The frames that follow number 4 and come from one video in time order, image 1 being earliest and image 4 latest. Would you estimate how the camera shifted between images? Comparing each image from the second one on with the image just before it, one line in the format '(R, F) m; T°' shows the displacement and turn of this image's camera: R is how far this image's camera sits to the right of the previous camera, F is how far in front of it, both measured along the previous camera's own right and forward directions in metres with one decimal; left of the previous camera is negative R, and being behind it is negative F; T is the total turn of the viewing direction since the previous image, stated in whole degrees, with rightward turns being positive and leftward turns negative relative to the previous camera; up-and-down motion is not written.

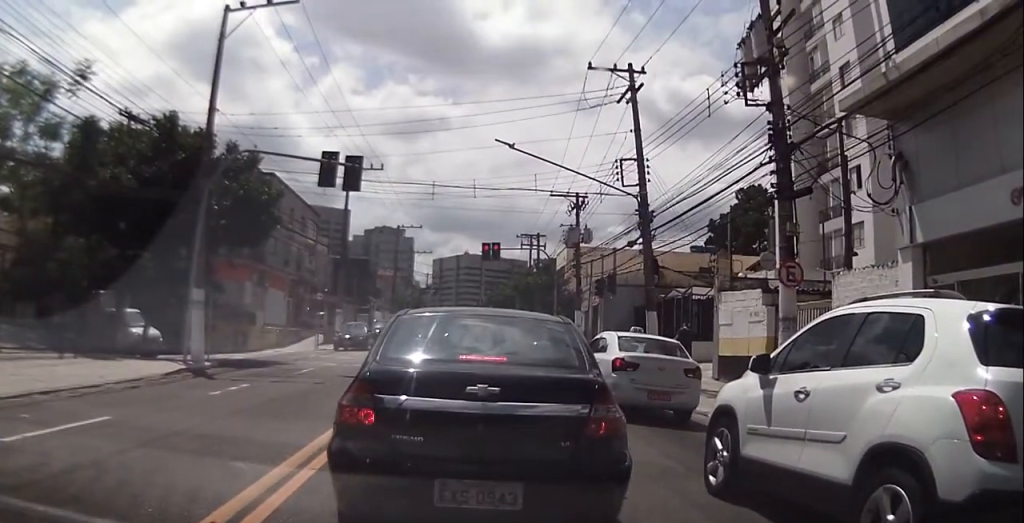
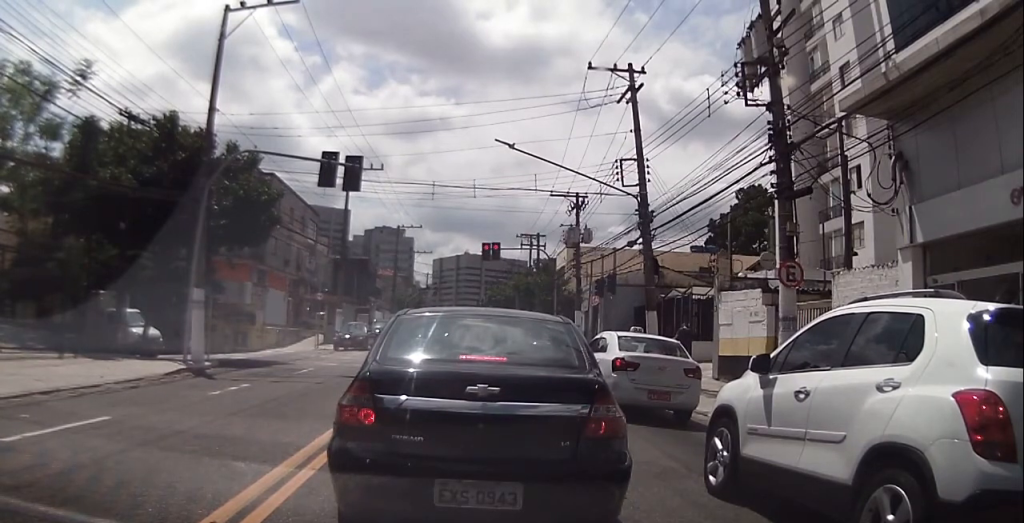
(0.0, 0.0) m; 0°
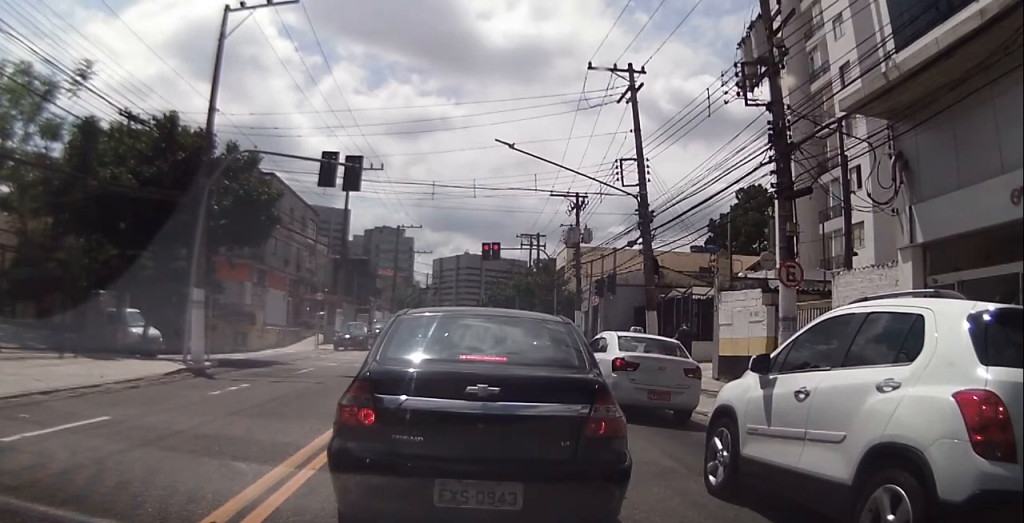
(0.0, 0.0) m; 0°
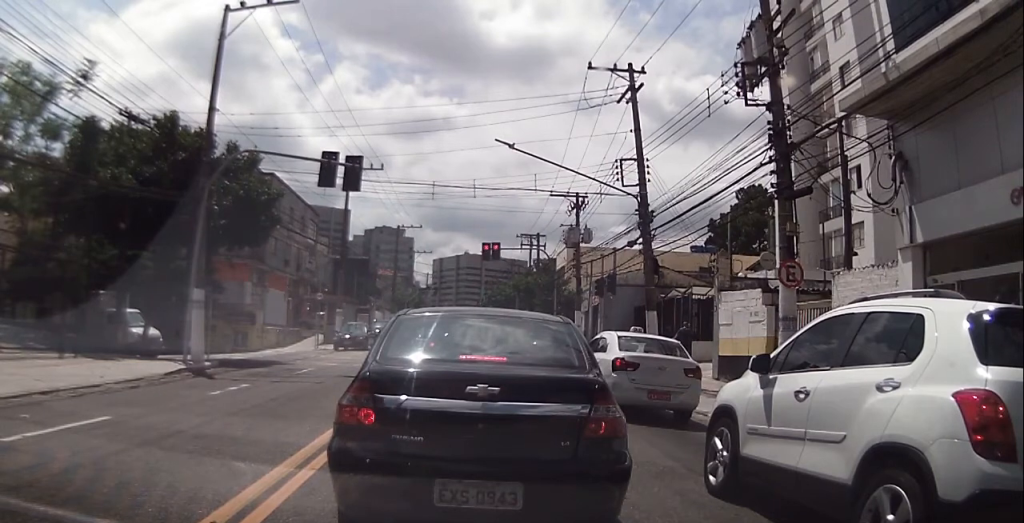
(0.0, 0.0) m; 0°
